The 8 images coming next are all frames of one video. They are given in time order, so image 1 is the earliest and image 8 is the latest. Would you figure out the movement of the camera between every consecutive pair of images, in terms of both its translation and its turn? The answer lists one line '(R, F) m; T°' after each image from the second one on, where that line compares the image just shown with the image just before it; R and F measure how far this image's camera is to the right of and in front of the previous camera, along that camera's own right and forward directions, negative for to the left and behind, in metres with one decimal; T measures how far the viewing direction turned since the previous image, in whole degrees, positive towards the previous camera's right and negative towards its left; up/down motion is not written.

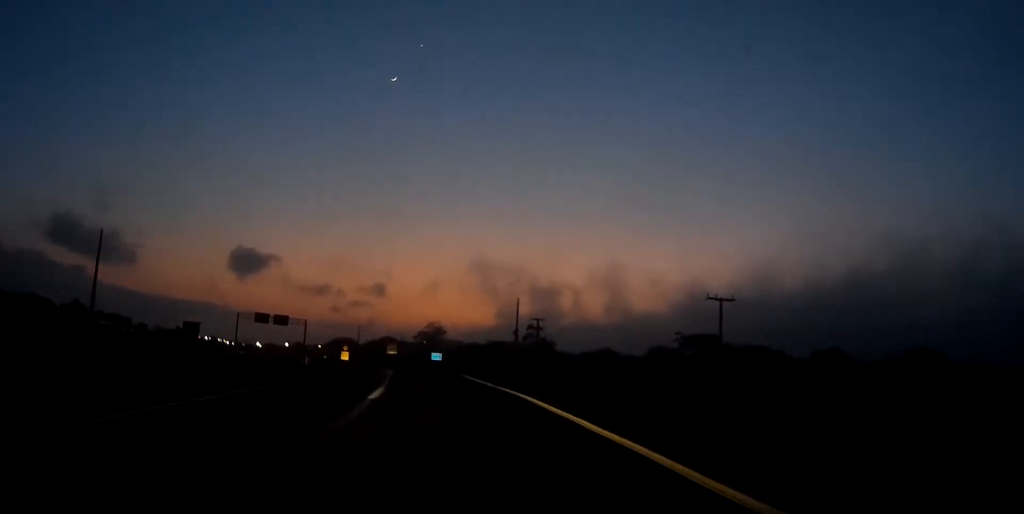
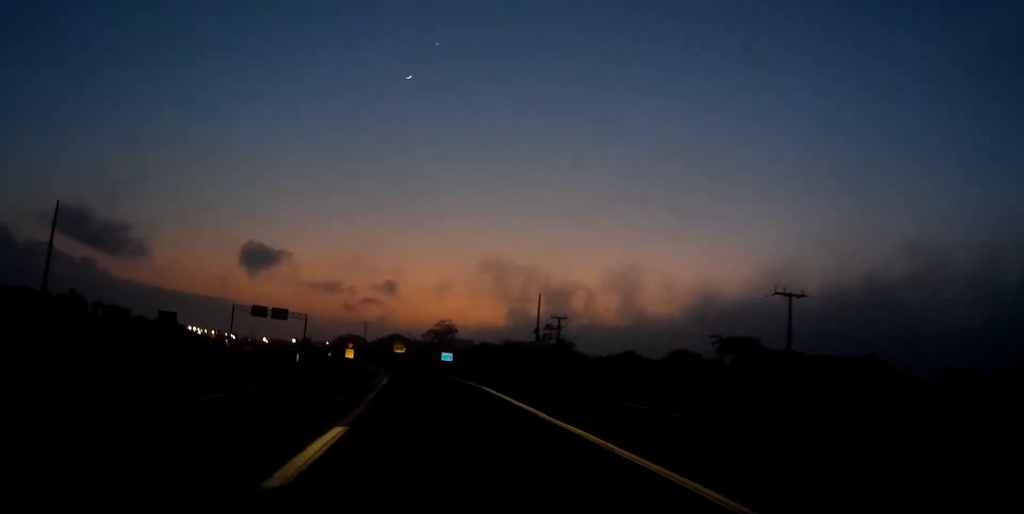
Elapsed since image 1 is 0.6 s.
(0.0, +10.9) m; -1°
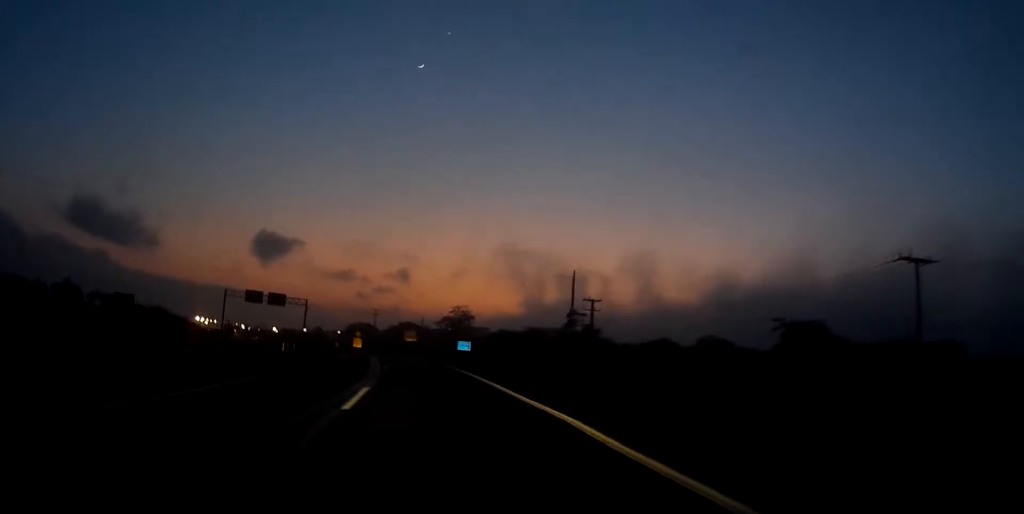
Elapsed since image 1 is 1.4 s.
(-0.1, +13.9) m; -2°
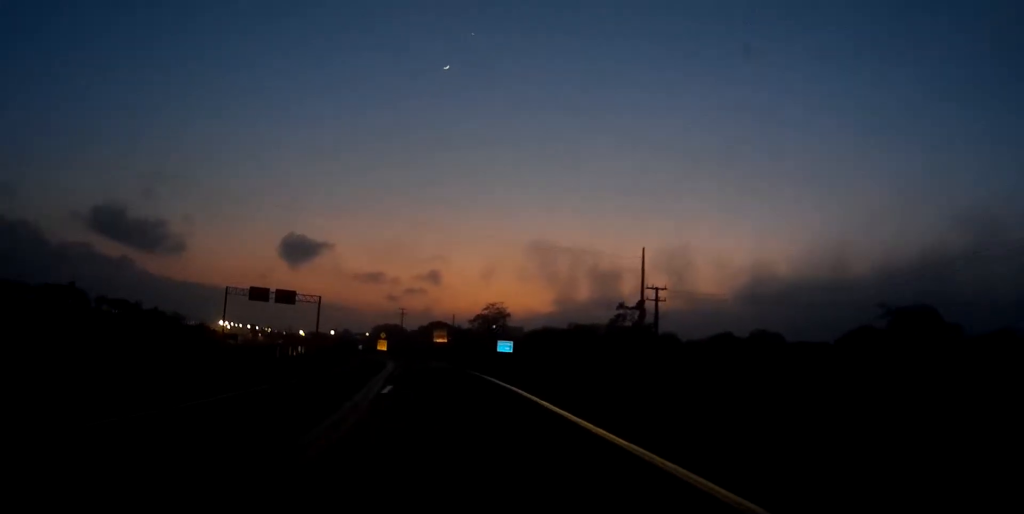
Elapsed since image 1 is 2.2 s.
(-0.4, +15.9) m; -2°
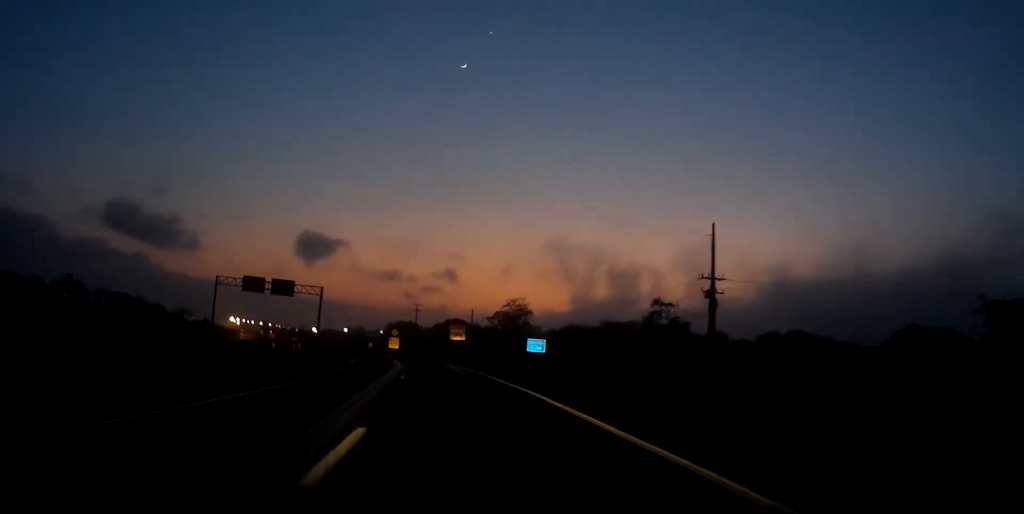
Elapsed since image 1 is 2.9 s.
(-0.1, +12.4) m; -1°
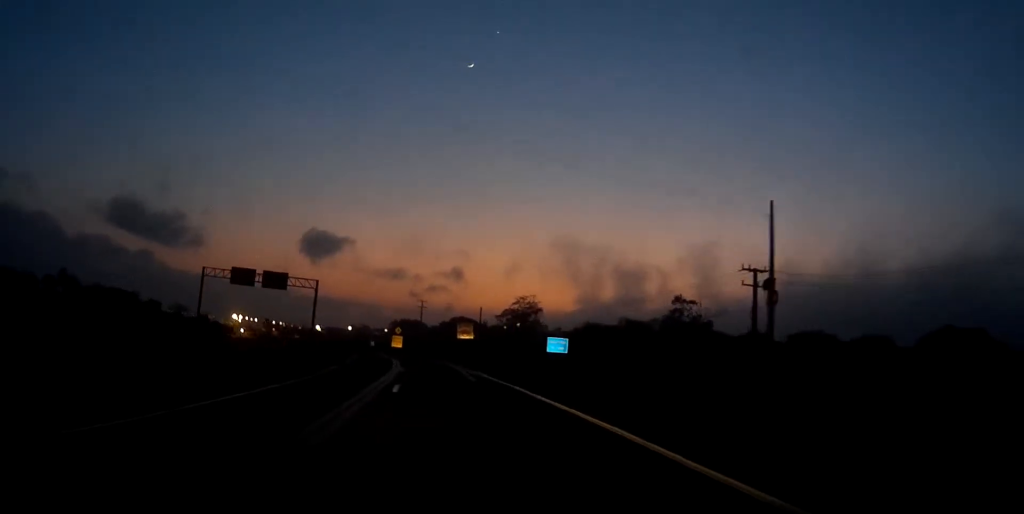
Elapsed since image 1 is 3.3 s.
(0.0, +8.1) m; -1°
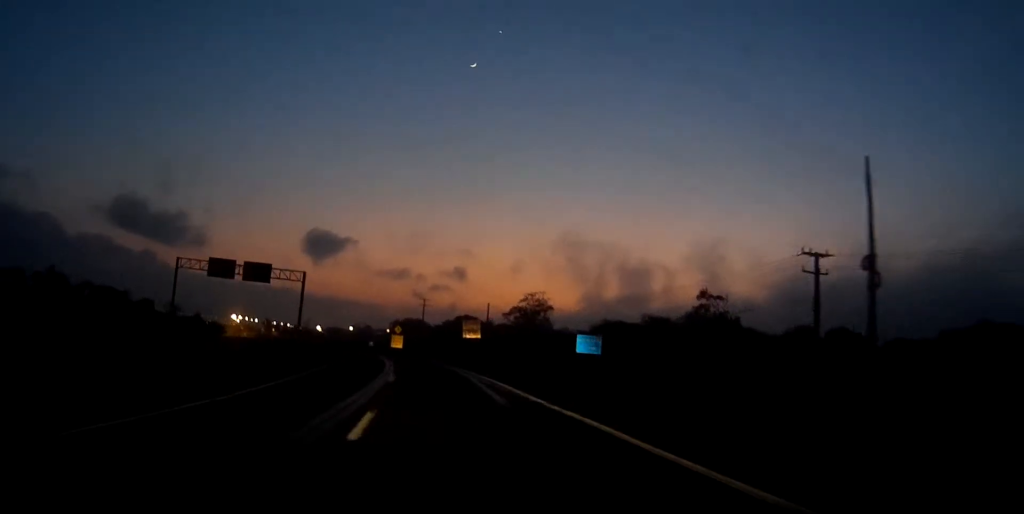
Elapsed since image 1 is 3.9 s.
(-0.1, +10.1) m; -1°
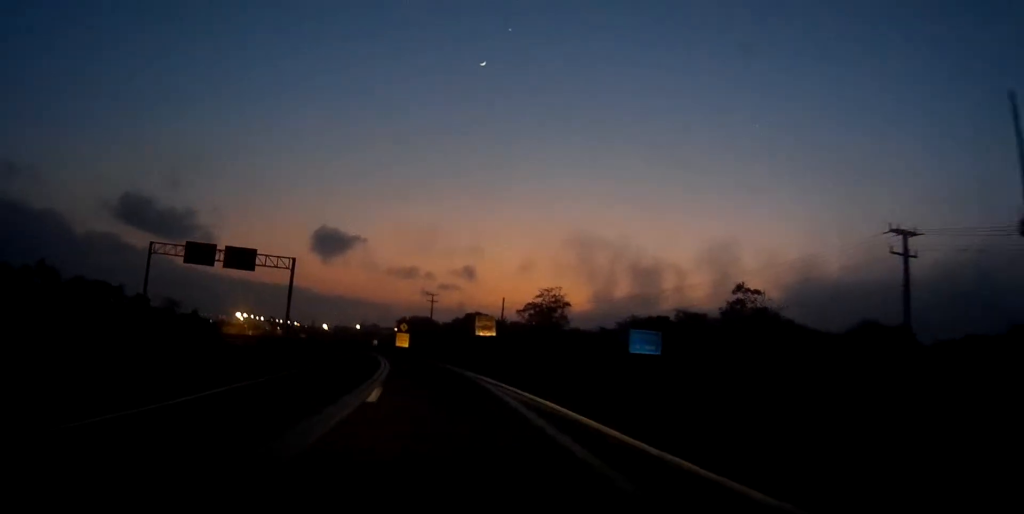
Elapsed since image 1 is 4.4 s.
(0.0, +10.1) m; -1°
